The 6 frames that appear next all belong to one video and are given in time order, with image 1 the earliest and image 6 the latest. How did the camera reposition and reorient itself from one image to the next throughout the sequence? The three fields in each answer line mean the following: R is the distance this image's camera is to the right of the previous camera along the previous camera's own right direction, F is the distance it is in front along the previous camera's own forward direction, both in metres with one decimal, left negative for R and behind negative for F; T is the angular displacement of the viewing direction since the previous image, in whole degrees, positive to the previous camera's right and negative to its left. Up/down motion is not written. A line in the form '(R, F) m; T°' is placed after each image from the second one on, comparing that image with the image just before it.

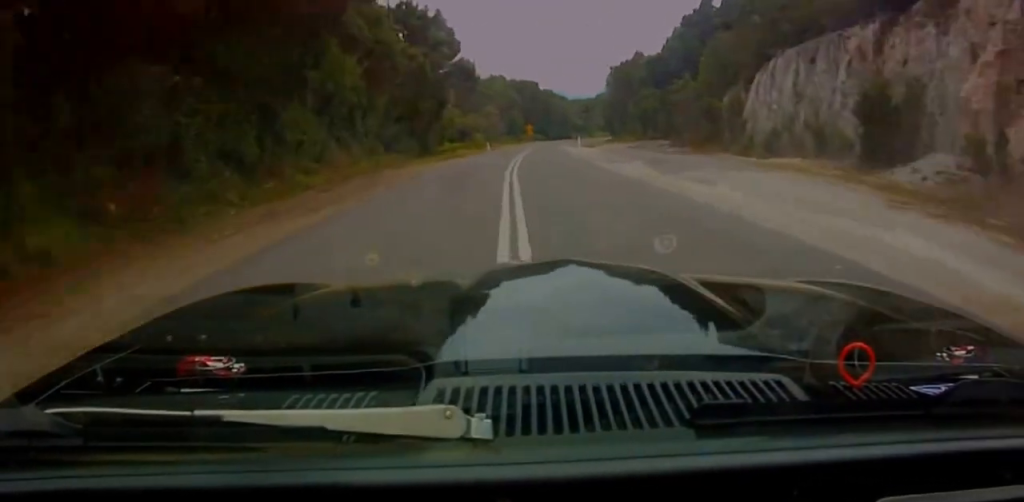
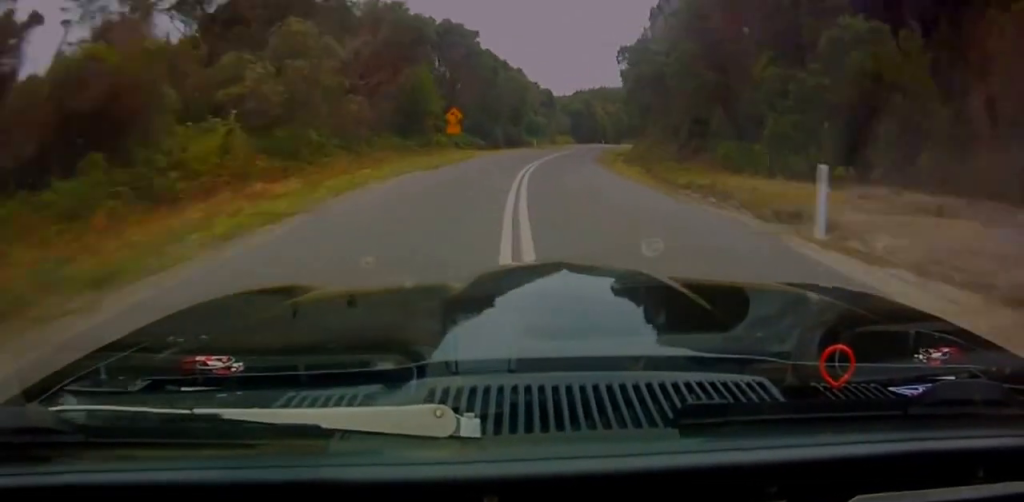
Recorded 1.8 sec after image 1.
(+2.3, +64.1) m; +4°
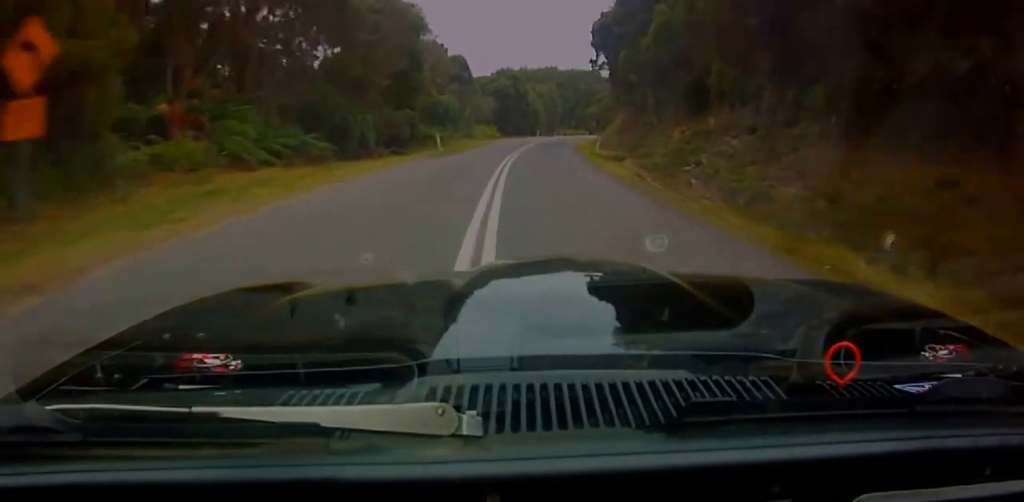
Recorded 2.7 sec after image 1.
(-0.1, +32.3) m; +3°
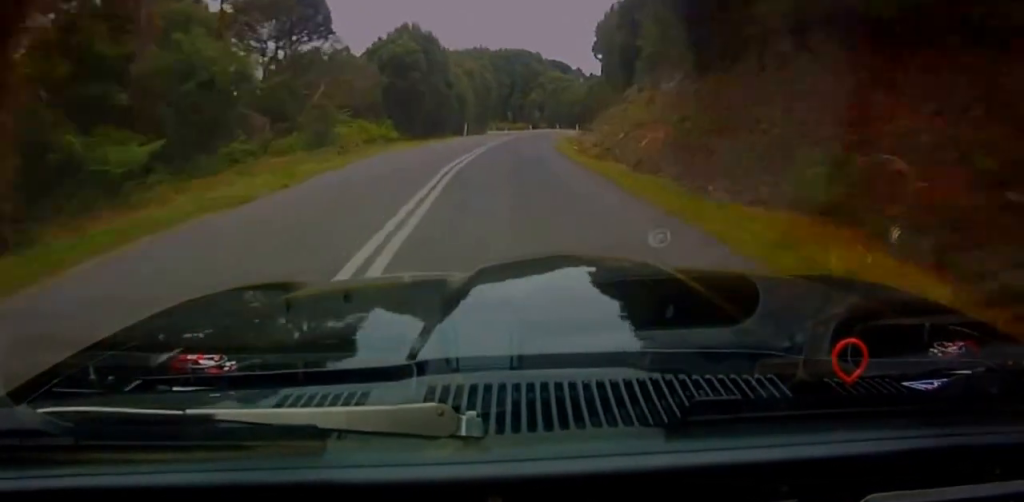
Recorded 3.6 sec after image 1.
(+1.6, +31.5) m; +5°
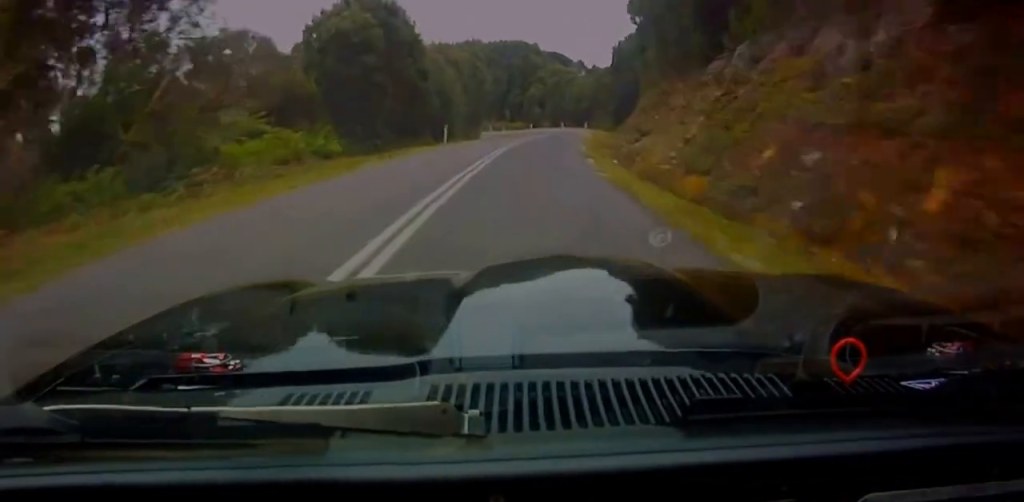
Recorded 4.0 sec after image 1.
(+0.6, +13.1) m; +1°
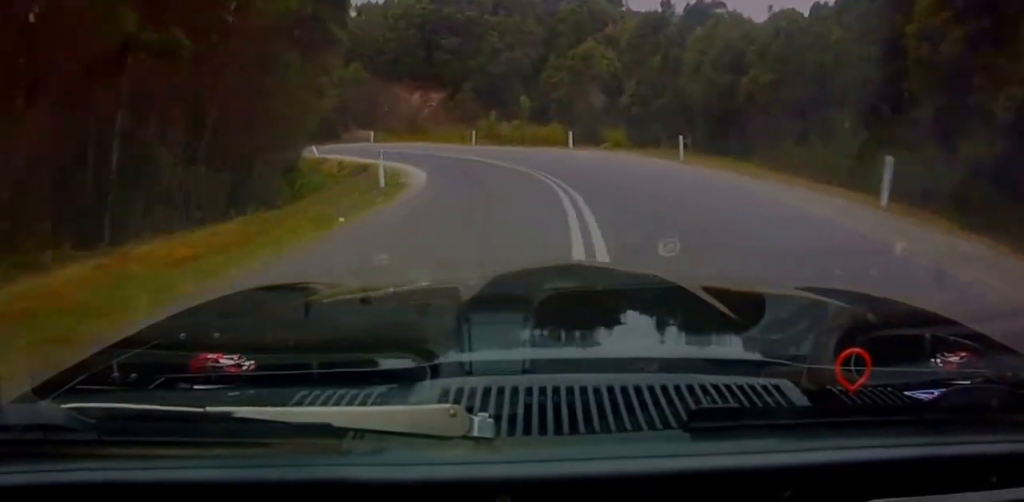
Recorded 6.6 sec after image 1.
(-2.5, +67.2) m; -17°
